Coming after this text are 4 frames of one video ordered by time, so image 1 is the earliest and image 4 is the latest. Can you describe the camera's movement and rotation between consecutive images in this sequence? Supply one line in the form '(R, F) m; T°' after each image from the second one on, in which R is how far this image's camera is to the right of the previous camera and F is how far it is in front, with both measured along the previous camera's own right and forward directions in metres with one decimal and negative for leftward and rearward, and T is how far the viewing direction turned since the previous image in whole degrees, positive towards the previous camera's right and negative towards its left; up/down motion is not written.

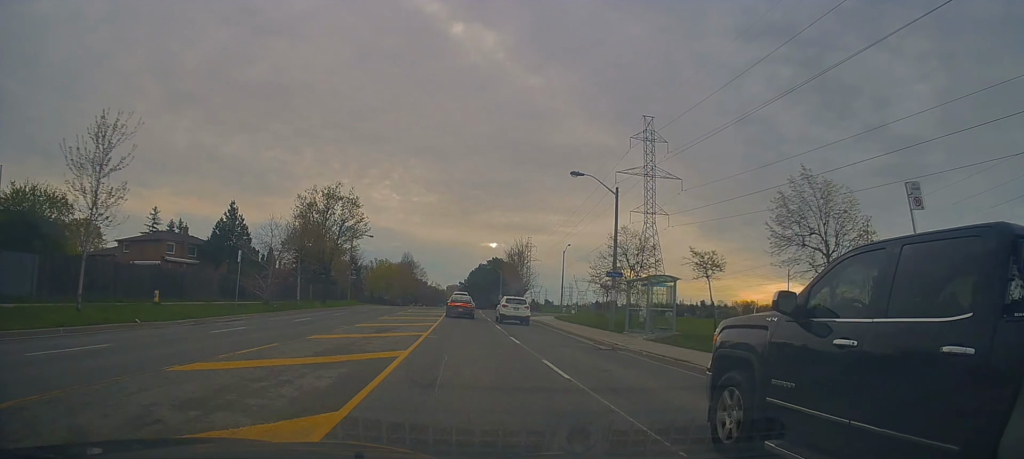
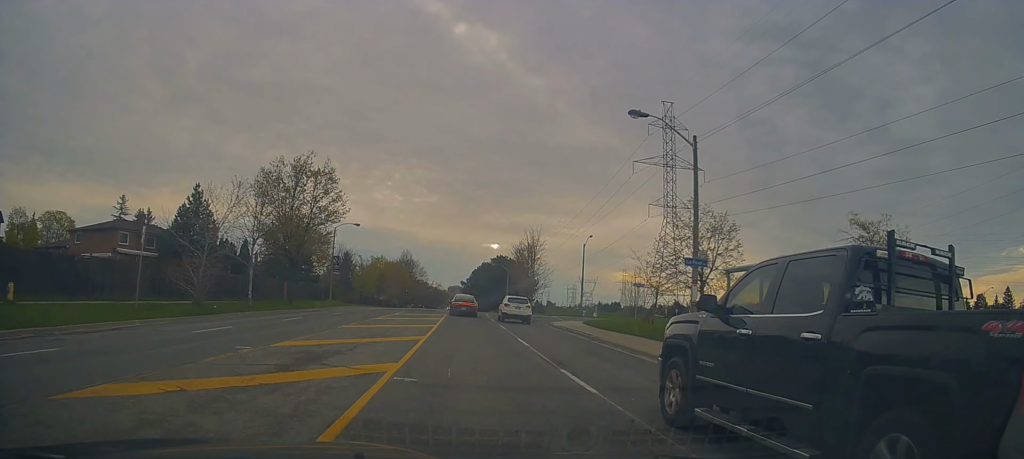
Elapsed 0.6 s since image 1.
(+0.1, +9.6) m; -1°
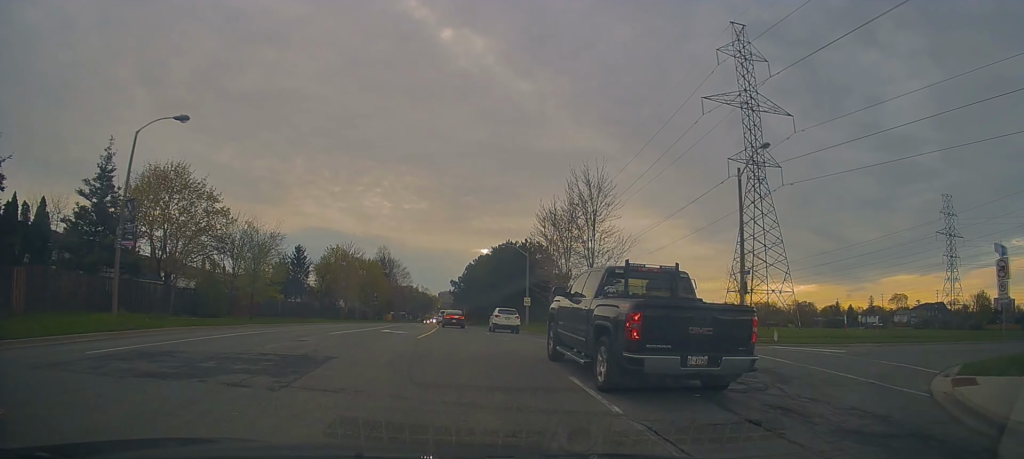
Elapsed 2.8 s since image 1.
(-0.5, +37.0) m; 0°
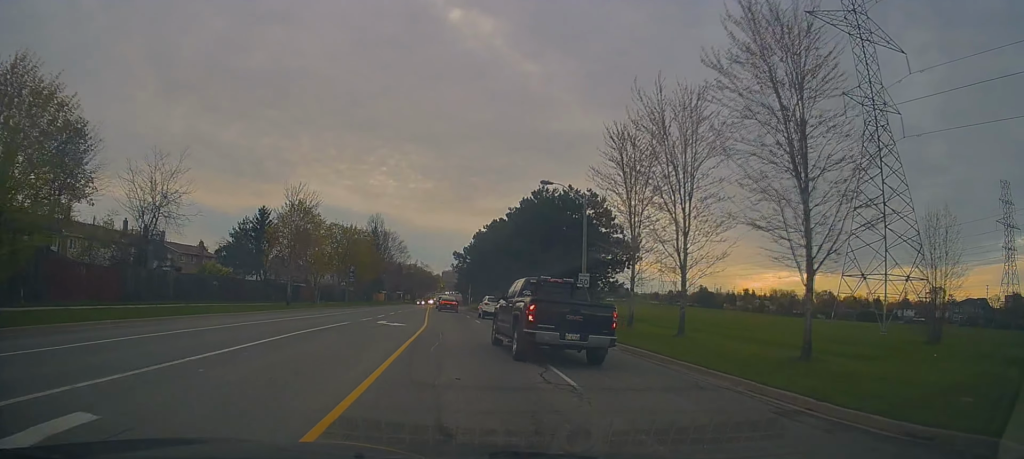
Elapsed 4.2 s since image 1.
(+0.2, +24.3) m; +1°
